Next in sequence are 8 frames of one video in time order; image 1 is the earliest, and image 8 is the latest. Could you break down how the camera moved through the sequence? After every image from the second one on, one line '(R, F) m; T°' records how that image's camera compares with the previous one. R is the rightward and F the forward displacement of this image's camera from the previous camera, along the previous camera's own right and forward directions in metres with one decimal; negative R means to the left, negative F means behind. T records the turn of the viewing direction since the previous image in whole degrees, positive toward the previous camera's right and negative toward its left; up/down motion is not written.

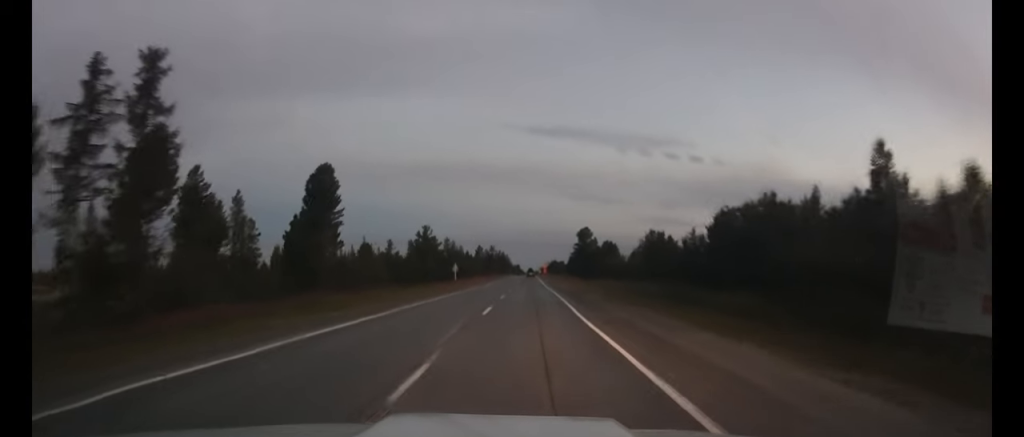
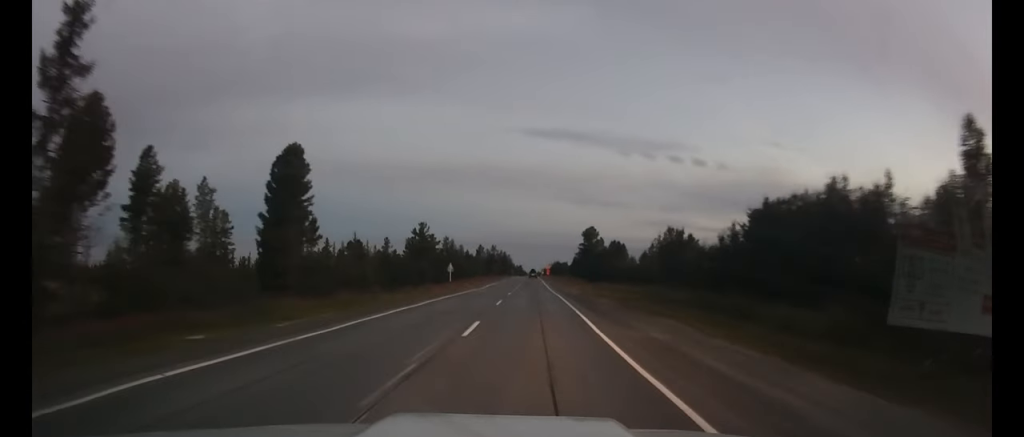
(0.0, +6.4) m; 0°
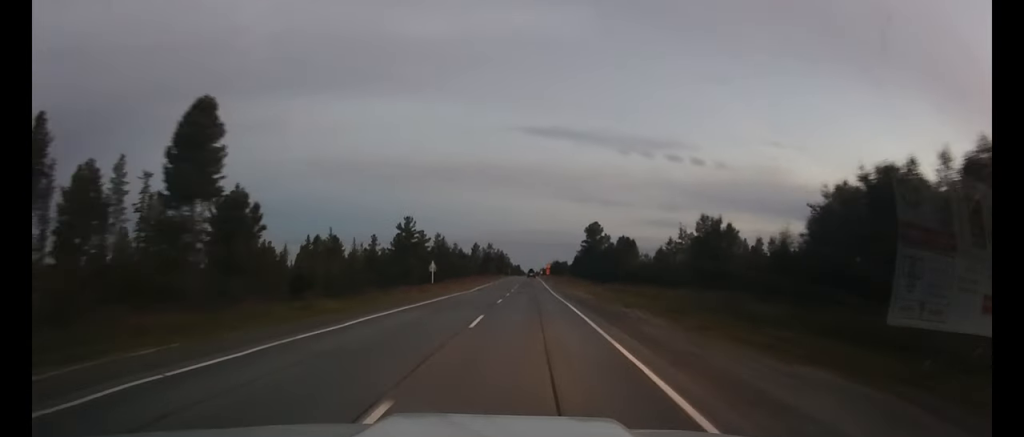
(-0.1, +10.4) m; 0°
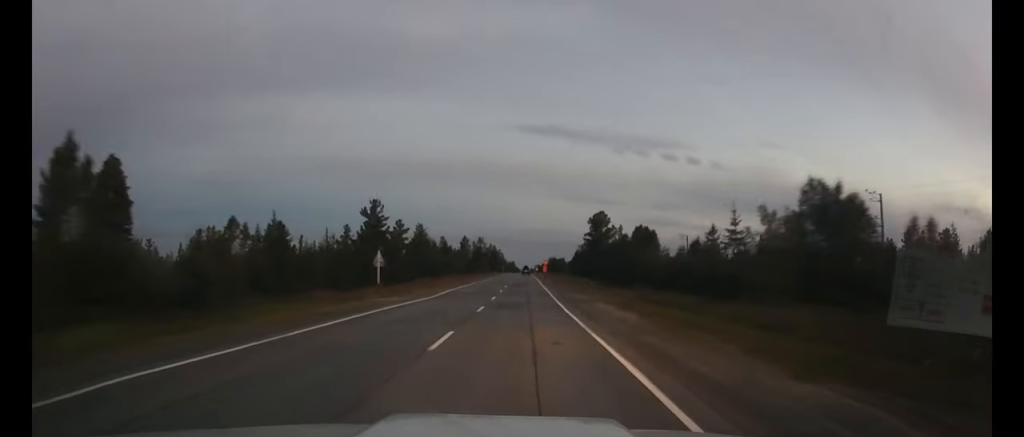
(+0.1, +16.4) m; 0°
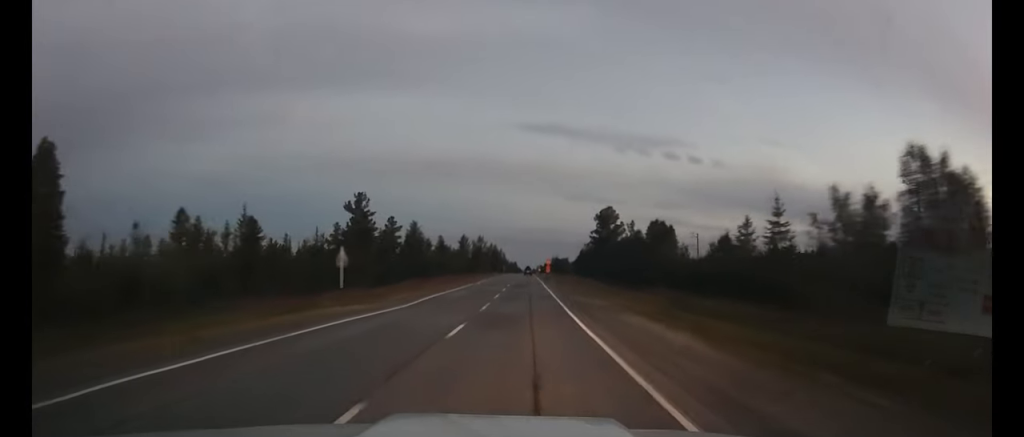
(0.0, +7.4) m; 0°
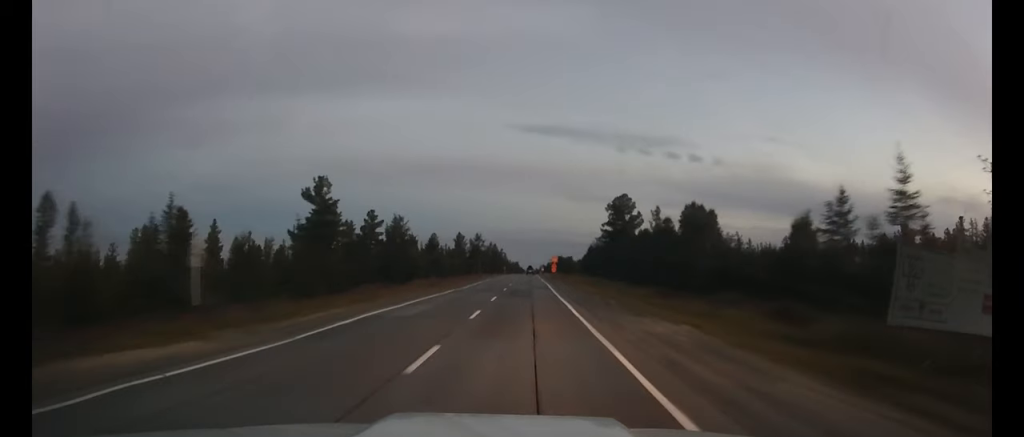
(0.0, +13.4) m; 0°
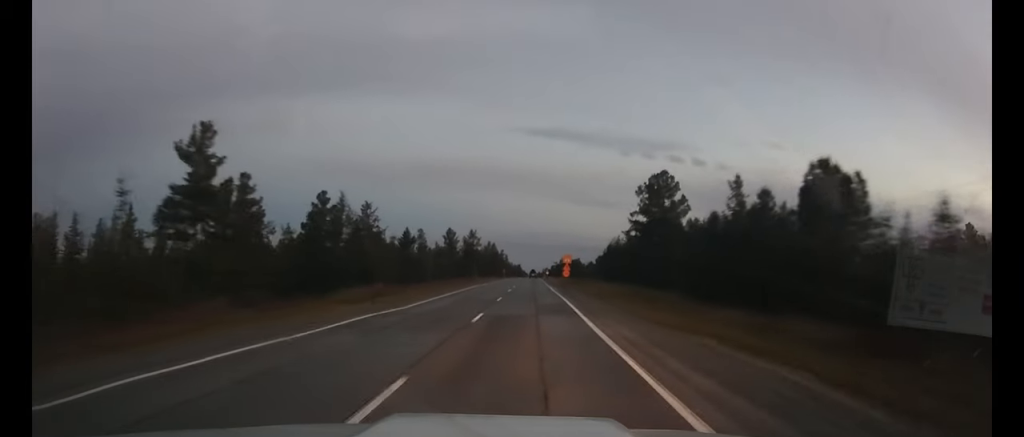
(0.0, +22.1) m; 0°
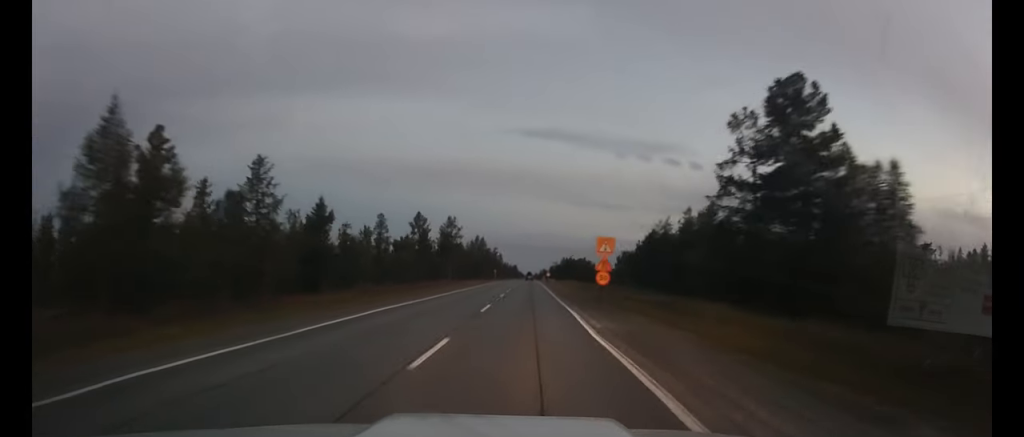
(-0.1, +31.2) m; 0°
